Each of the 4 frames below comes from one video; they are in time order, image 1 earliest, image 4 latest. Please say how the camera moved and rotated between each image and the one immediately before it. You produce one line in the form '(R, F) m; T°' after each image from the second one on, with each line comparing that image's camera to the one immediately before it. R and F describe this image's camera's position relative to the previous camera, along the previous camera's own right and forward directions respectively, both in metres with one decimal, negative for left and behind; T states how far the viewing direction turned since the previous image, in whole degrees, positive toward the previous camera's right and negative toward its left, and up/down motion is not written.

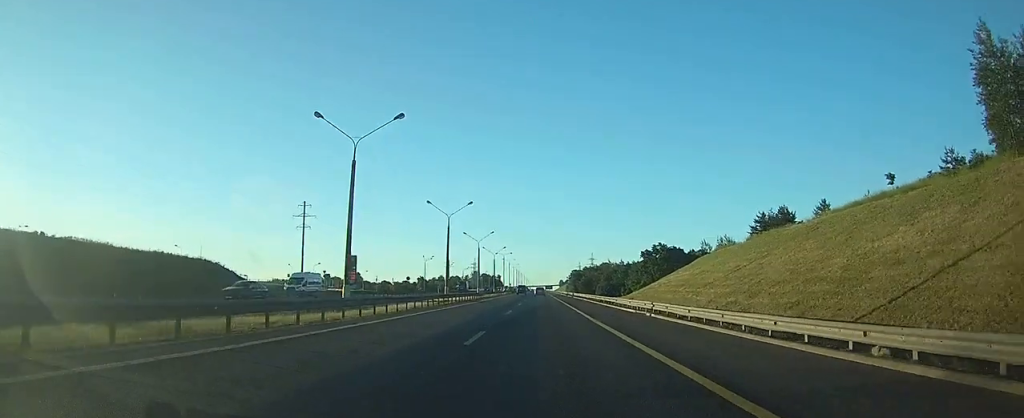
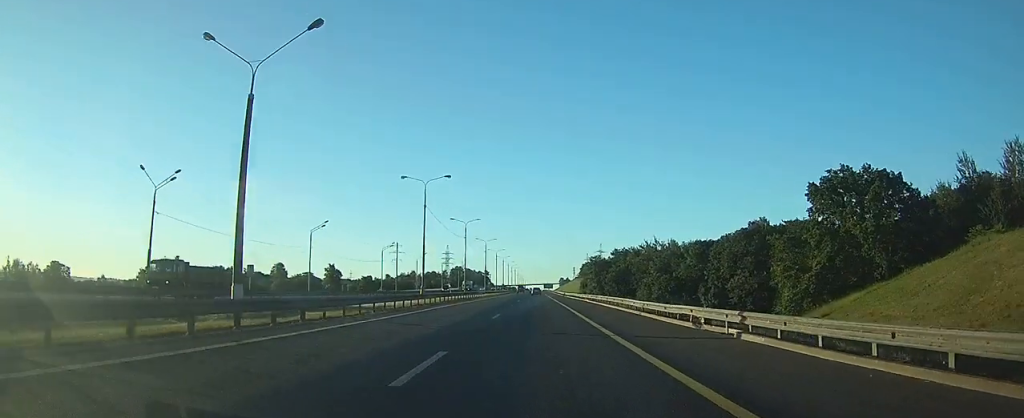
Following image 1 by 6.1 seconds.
(+0.5, +132.2) m; 0°
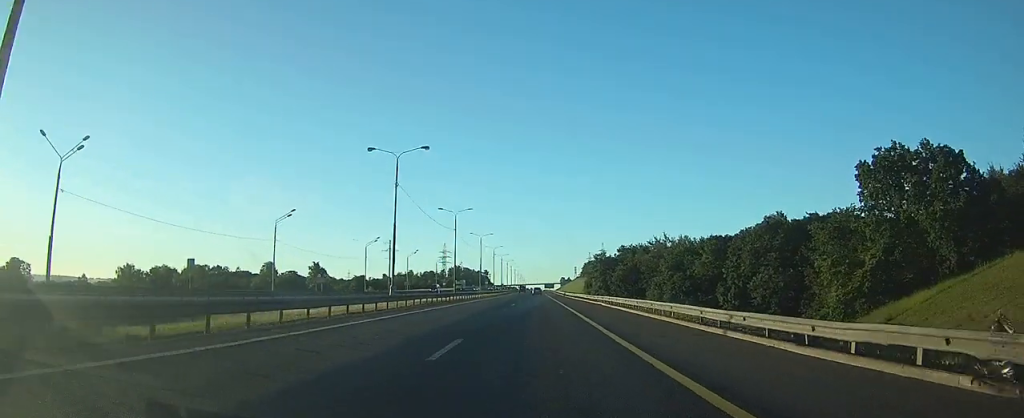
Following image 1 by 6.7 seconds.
(0.0, +13.1) m; 0°
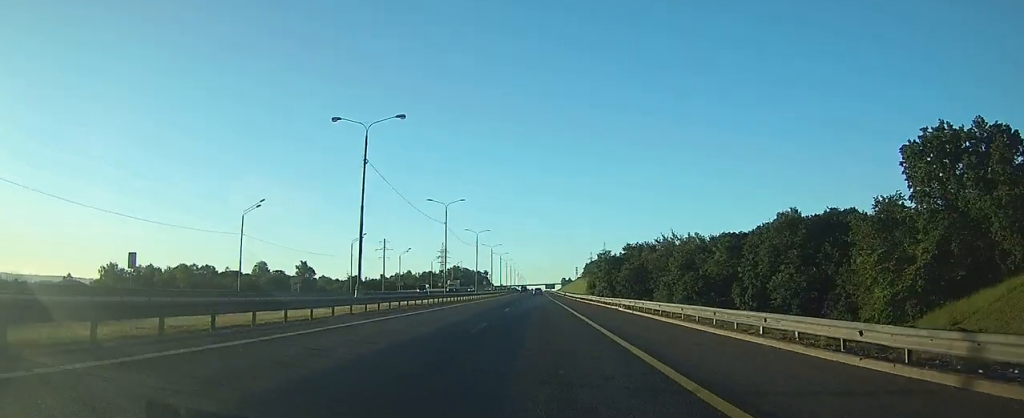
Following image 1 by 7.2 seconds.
(0.0, +9.5) m; 0°
